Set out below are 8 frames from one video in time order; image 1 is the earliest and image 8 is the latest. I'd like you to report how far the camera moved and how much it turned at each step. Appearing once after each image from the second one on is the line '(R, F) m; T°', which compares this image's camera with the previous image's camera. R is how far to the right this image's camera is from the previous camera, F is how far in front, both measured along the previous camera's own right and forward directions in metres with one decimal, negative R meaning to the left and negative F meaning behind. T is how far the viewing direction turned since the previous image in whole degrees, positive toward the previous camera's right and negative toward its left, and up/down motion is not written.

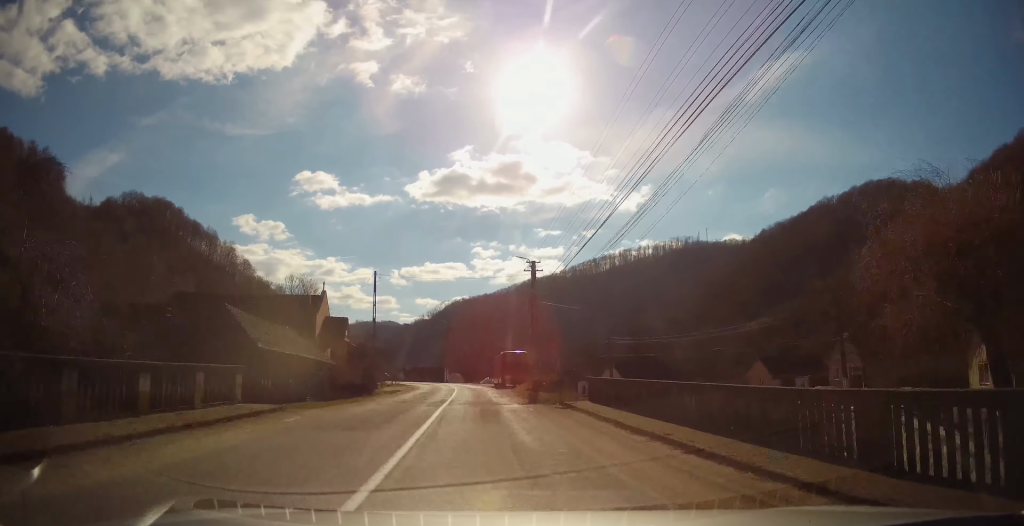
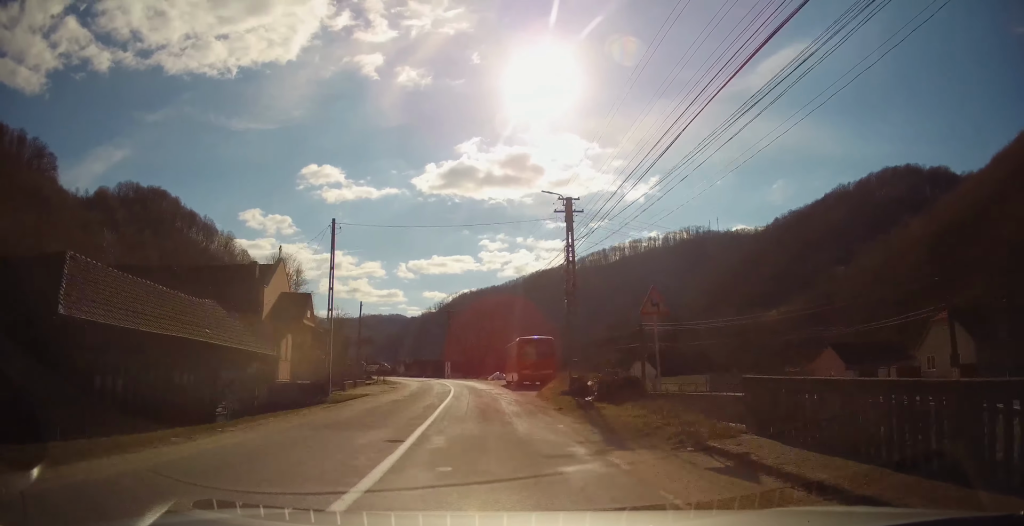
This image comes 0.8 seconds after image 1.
(-0.2, +12.4) m; -1°
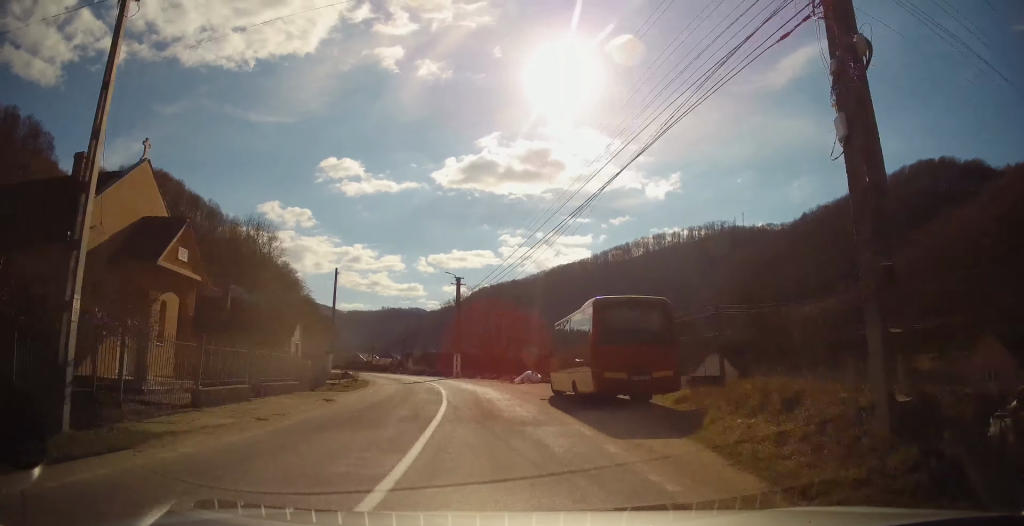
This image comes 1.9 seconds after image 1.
(-0.1, +17.3) m; -3°
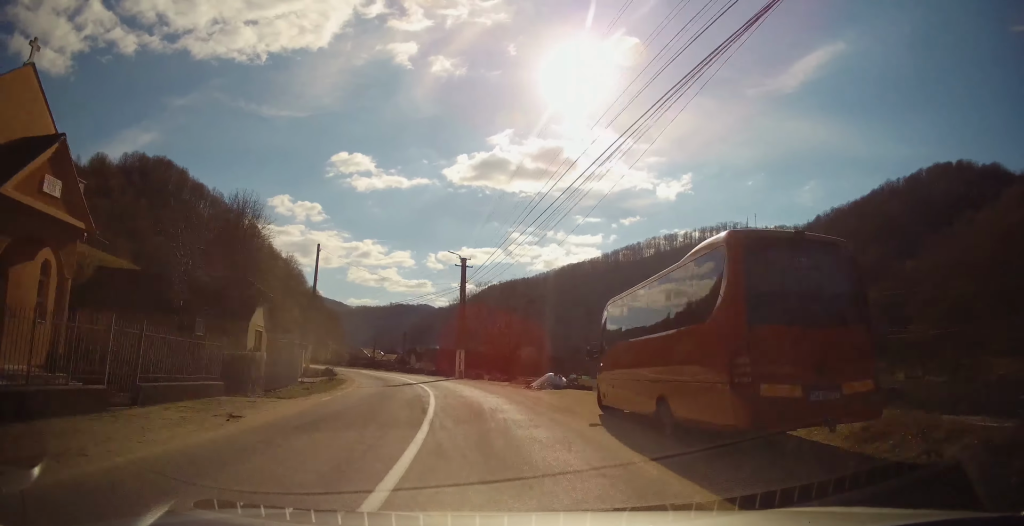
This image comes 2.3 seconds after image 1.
(-0.2, +7.0) m; -2°
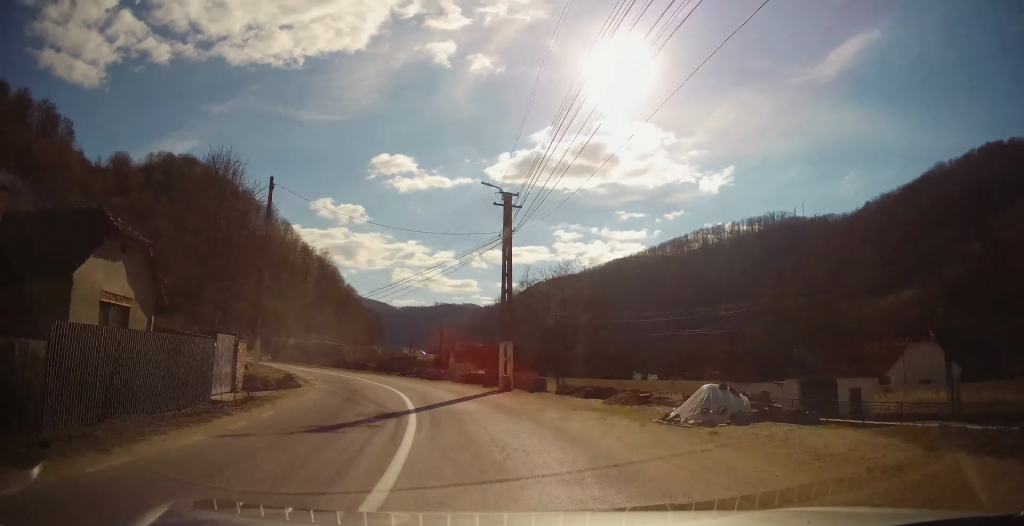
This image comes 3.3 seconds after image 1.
(-0.6, +14.2) m; -6°
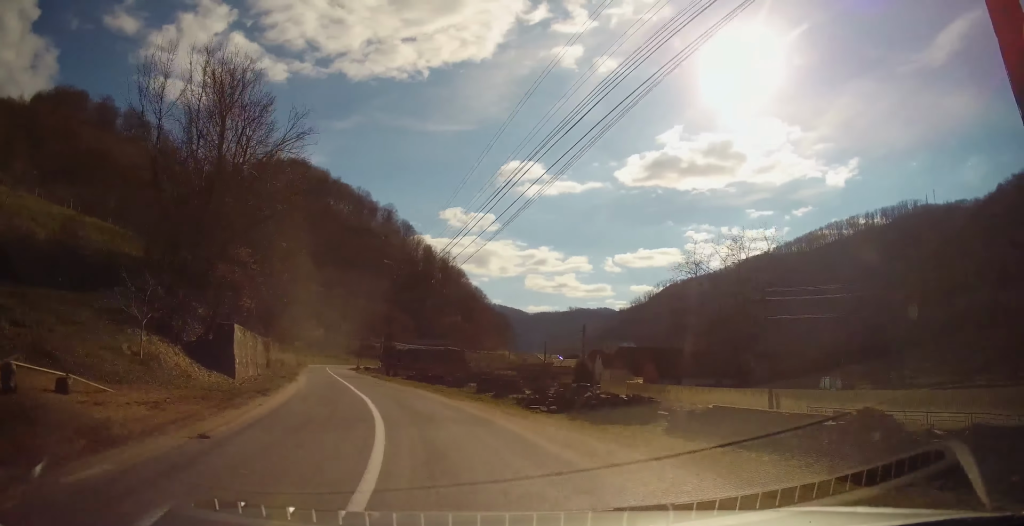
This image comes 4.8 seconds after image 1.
(-2.2, +20.2) m; -15°
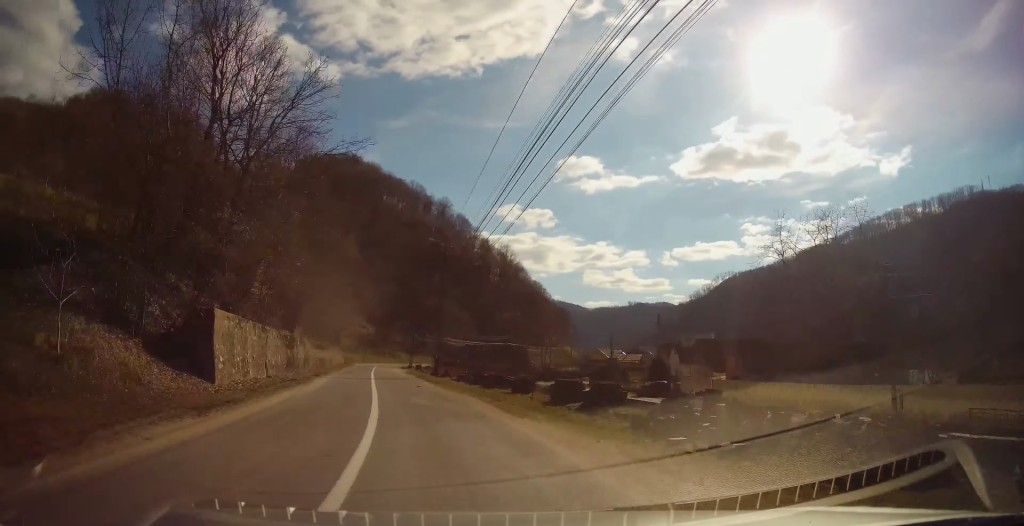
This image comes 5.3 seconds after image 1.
(-0.5, +7.2) m; -5°
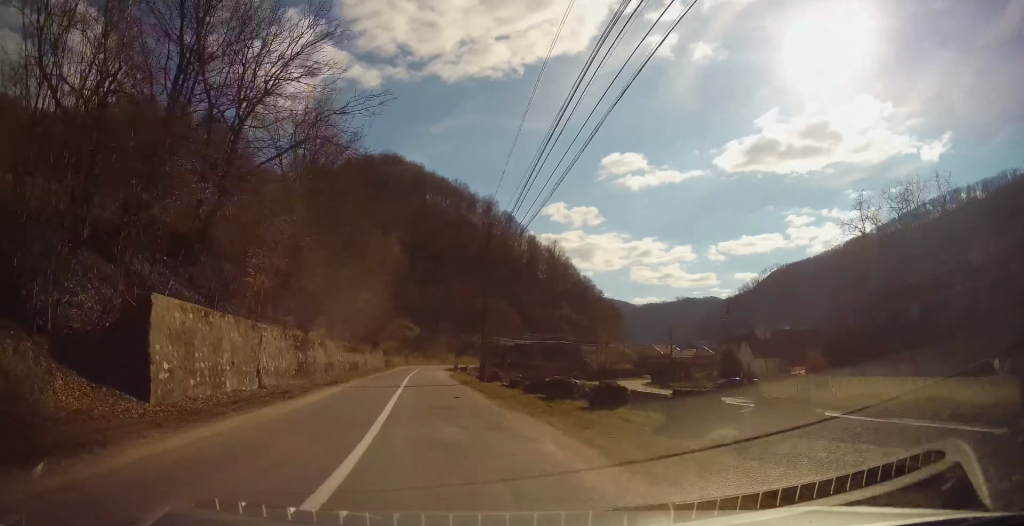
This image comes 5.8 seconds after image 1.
(-0.2, +6.3) m; -4°
